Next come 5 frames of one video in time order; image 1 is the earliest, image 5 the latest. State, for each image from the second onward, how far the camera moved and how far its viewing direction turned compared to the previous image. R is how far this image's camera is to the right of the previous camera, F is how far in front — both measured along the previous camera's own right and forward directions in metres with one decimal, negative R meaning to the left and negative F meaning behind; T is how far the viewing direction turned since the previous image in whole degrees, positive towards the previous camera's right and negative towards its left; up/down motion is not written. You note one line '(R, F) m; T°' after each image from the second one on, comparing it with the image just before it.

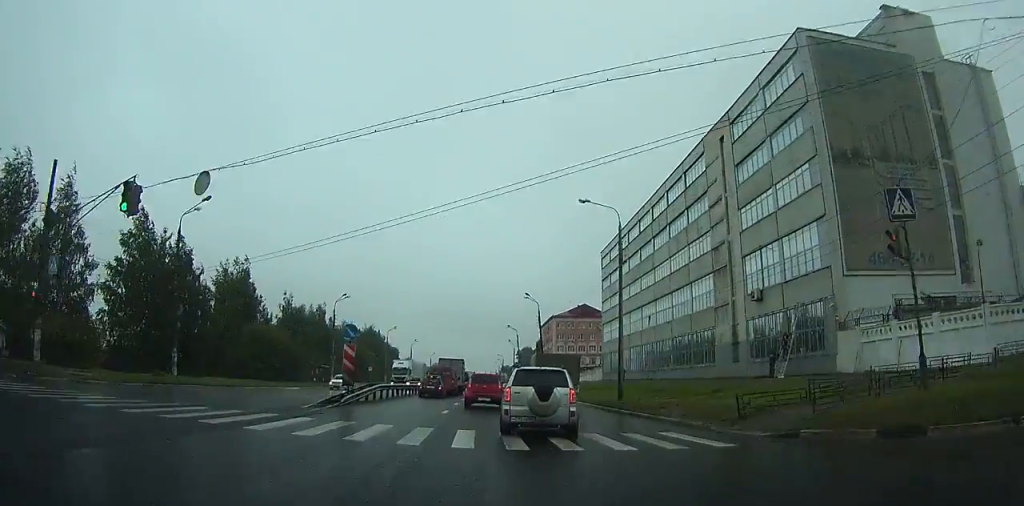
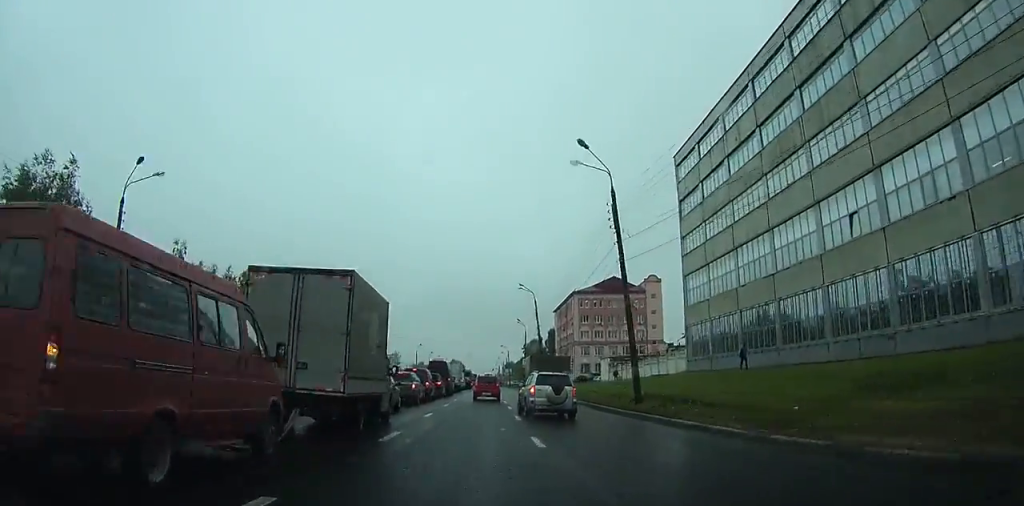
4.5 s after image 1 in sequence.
(-0.6, +36.7) m; +2°
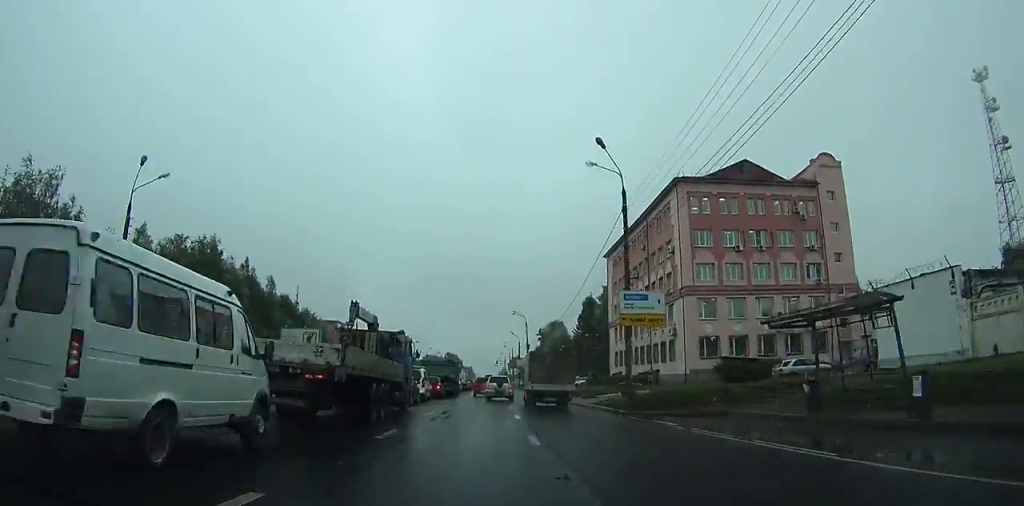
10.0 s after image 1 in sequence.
(-1.2, +63.6) m; -3°
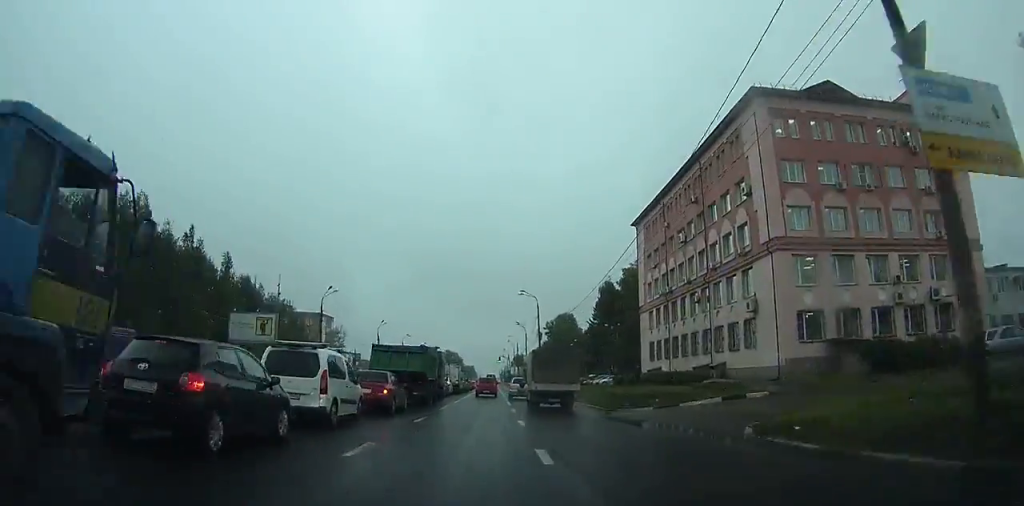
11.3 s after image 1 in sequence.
(+0.2, +17.9) m; 0°
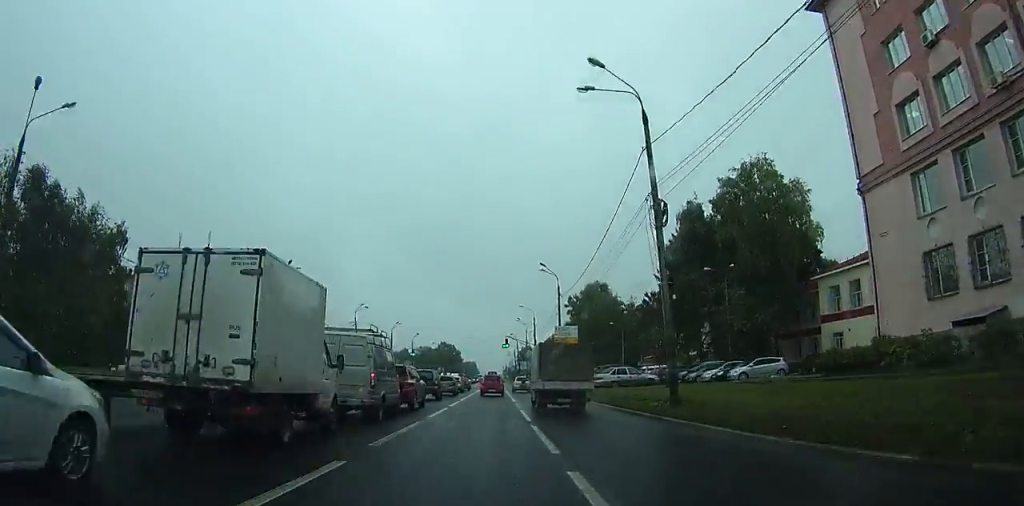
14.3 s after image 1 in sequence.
(+0.3, +45.6) m; 0°
